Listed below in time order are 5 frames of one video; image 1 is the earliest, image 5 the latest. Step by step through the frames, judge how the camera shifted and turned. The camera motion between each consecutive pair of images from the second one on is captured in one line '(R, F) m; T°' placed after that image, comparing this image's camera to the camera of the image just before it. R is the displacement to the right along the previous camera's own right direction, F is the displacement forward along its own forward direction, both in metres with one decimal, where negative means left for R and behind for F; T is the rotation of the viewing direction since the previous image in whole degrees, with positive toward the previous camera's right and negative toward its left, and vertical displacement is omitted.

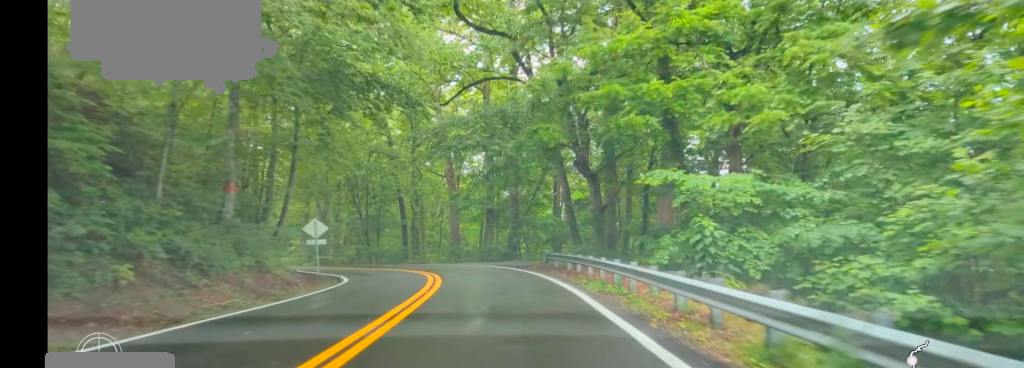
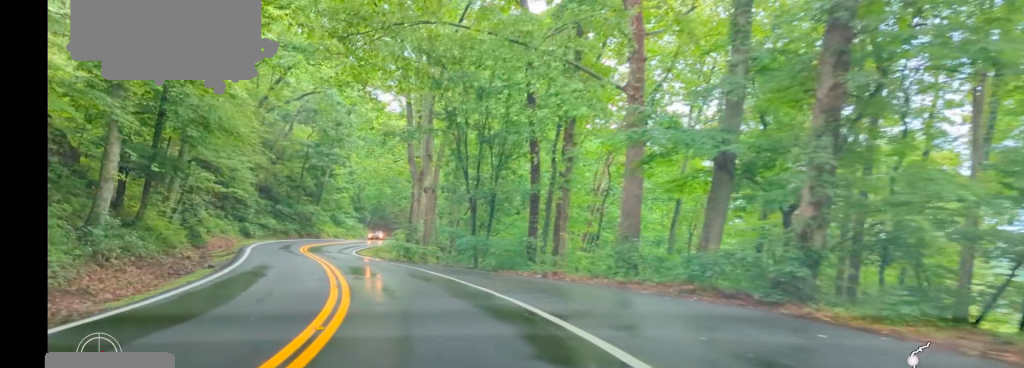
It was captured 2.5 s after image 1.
(-2.3, +29.9) m; -16°
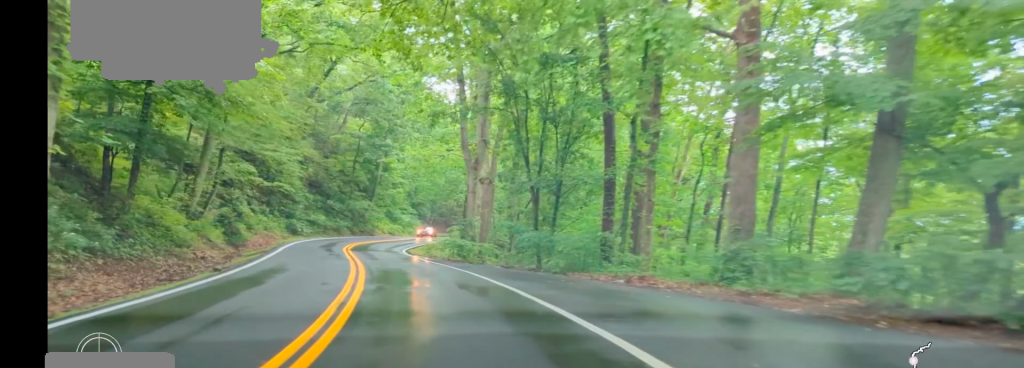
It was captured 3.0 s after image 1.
(-0.4, +5.7) m; -4°
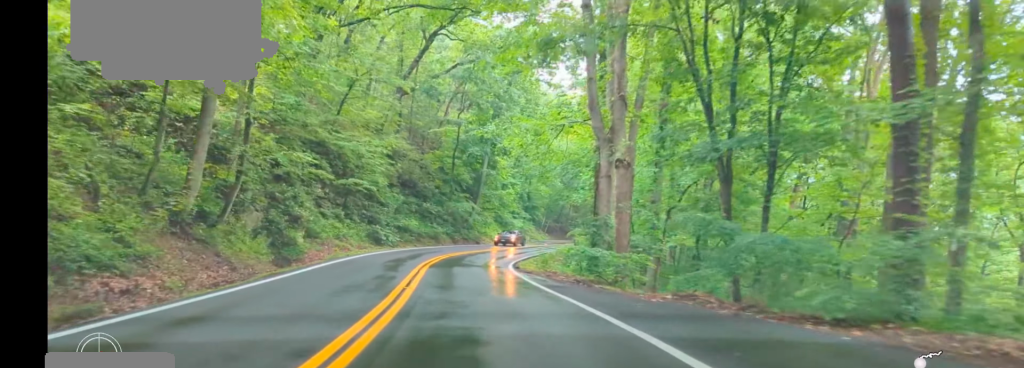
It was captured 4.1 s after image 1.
(-1.4, +14.5) m; -9°
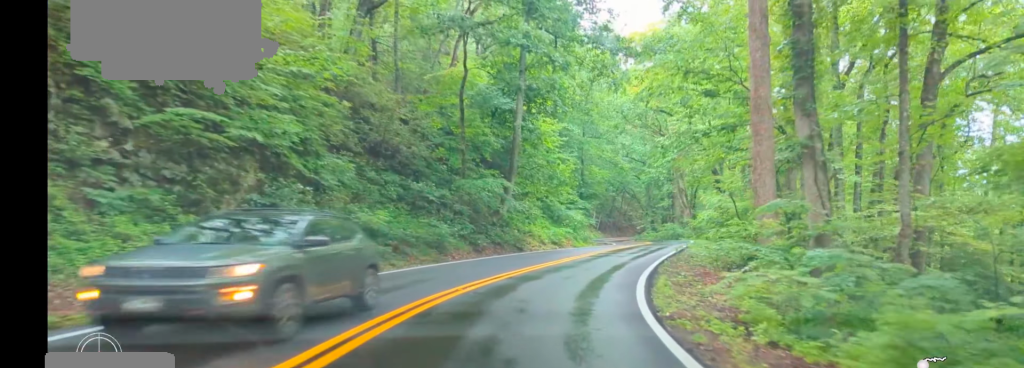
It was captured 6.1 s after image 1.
(-1.4, +25.4) m; -1°
